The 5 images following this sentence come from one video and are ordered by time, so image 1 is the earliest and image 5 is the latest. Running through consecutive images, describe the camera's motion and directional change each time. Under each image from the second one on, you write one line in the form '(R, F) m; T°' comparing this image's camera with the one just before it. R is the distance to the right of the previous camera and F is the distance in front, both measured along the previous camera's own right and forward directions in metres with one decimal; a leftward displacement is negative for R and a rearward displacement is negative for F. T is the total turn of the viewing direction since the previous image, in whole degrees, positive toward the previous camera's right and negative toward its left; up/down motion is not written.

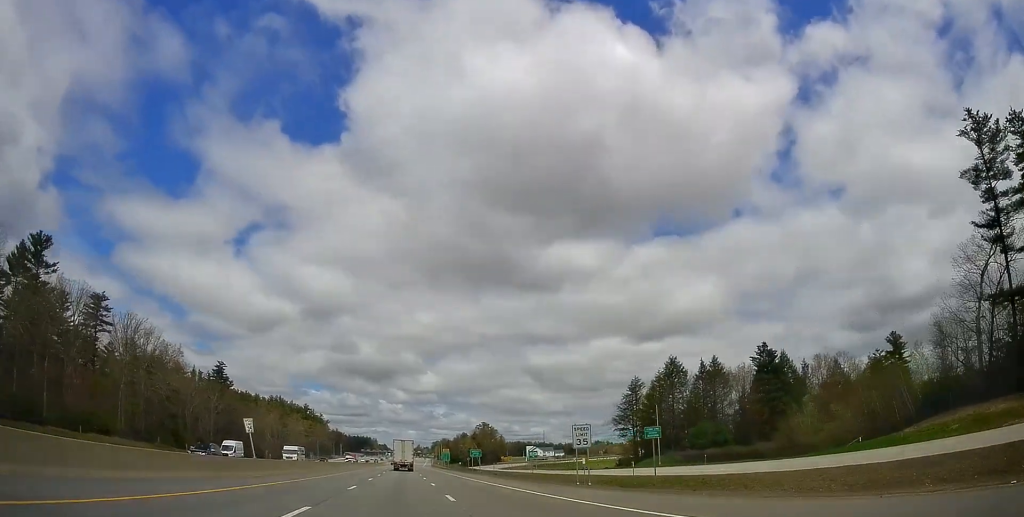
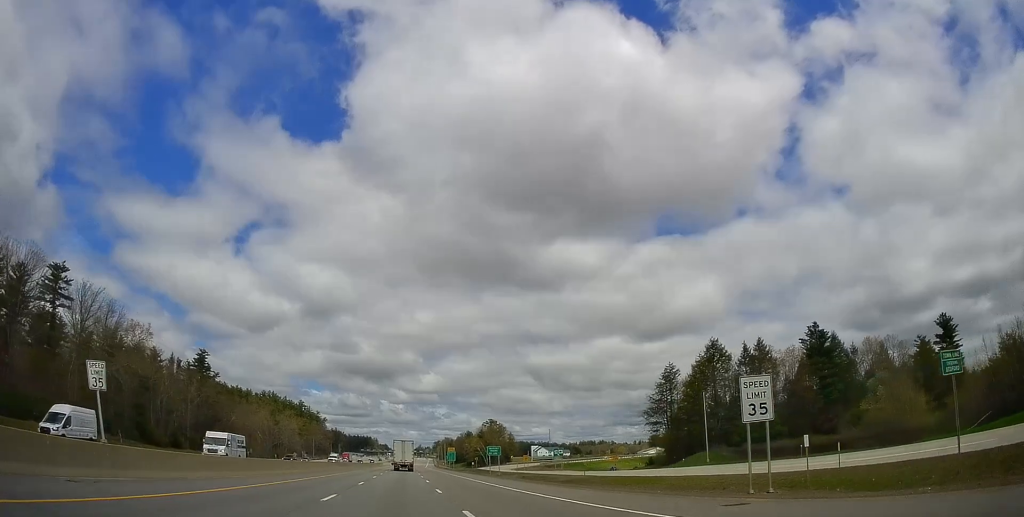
(0.0, +21.2) m; +1°
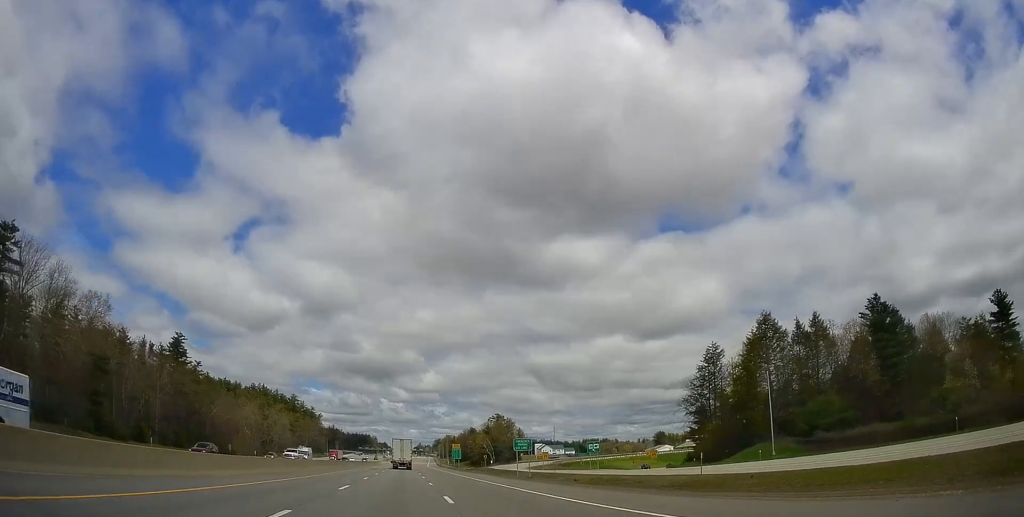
(+0.3, +21.6) m; 0°
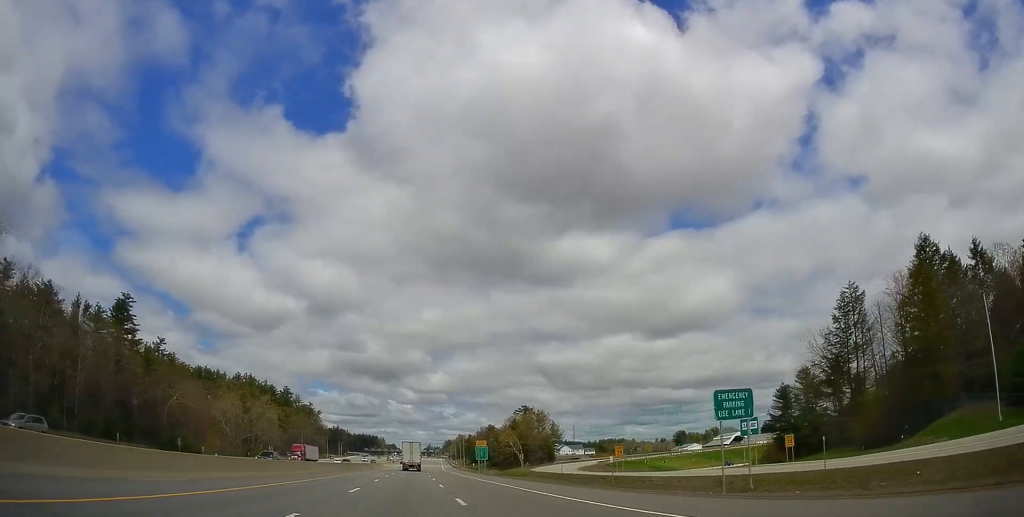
(-0.7, +40.9) m; -2°
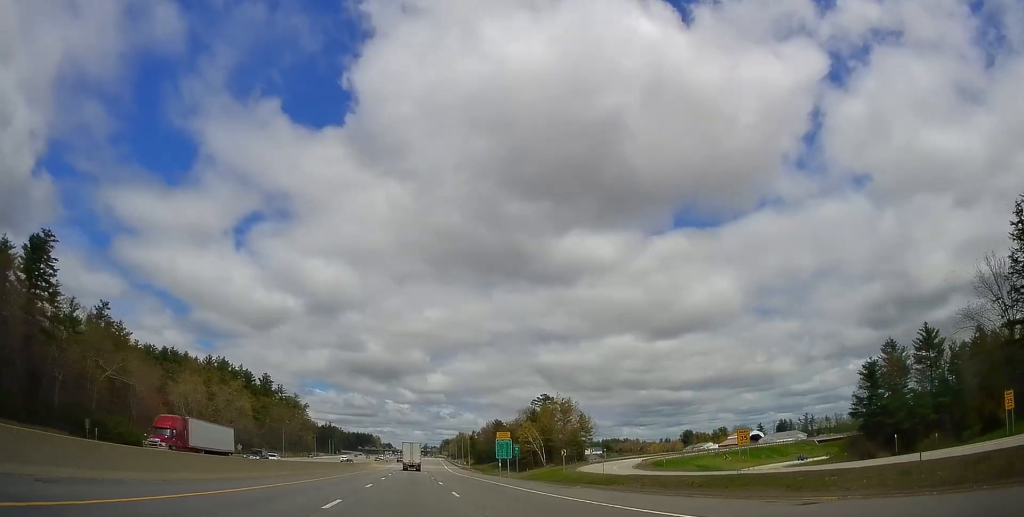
(+0.1, +35.2) m; +1°
